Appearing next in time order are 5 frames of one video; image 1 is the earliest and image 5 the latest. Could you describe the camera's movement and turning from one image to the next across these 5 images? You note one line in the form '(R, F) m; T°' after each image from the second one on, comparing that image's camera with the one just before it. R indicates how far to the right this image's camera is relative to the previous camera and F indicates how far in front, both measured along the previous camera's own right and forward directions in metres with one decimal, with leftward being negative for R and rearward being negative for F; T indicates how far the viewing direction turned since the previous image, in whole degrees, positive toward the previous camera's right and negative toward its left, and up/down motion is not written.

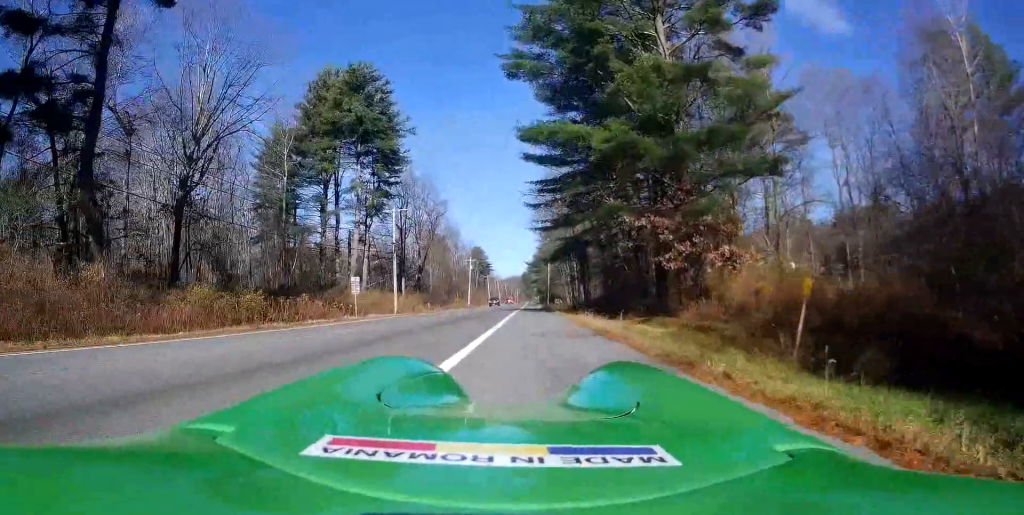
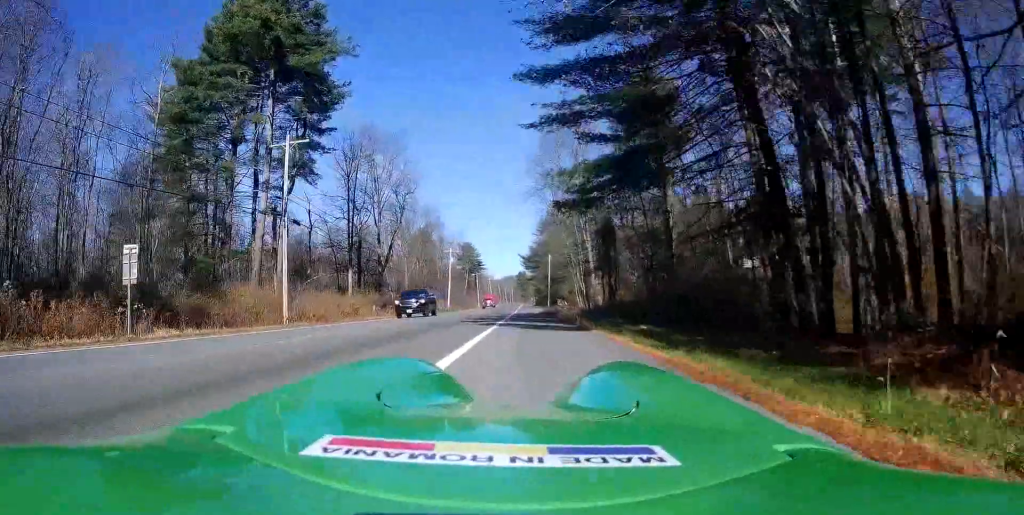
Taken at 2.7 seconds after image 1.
(0.0, +25.2) m; -1°
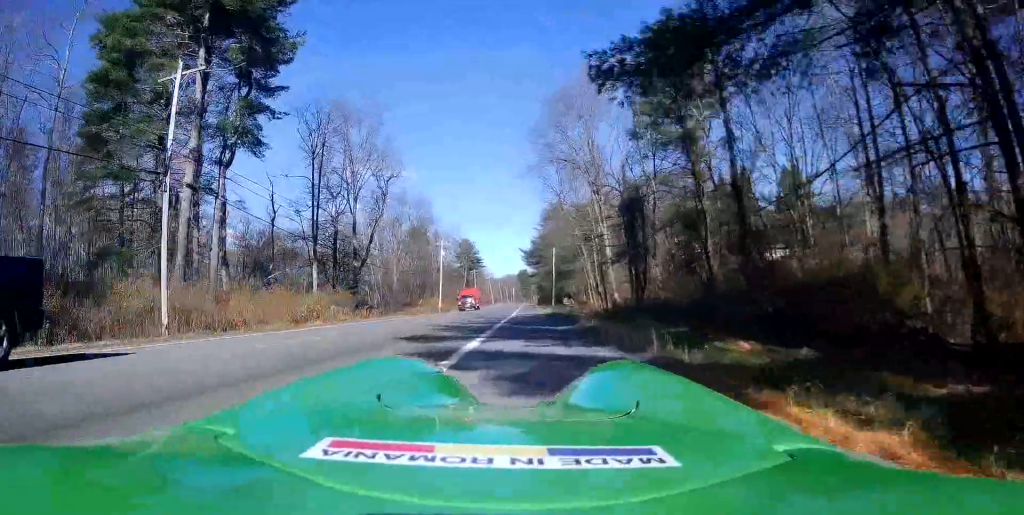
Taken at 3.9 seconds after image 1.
(-0.3, +11.3) m; -1°
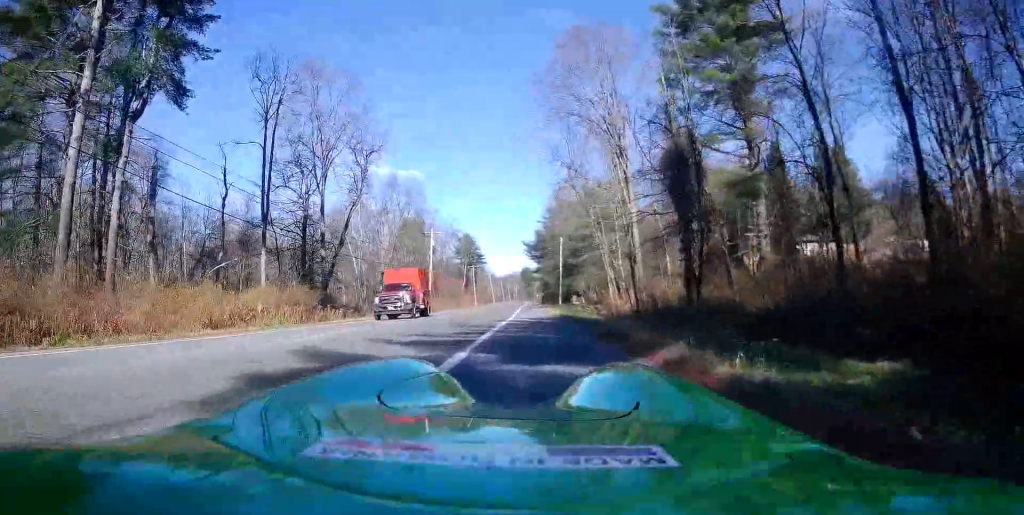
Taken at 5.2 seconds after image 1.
(+0.3, +11.6) m; +4°
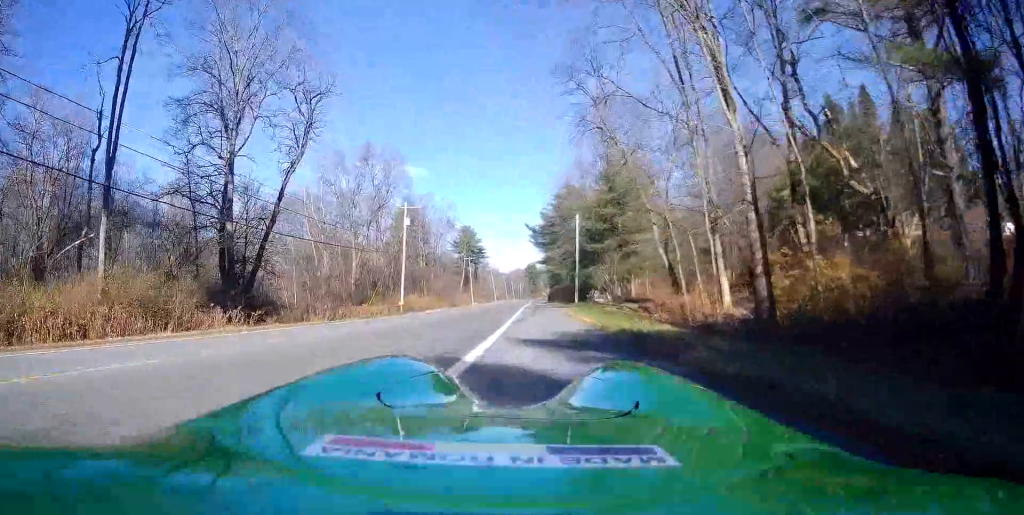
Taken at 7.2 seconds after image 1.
(-0.1, +18.4) m; -2°
